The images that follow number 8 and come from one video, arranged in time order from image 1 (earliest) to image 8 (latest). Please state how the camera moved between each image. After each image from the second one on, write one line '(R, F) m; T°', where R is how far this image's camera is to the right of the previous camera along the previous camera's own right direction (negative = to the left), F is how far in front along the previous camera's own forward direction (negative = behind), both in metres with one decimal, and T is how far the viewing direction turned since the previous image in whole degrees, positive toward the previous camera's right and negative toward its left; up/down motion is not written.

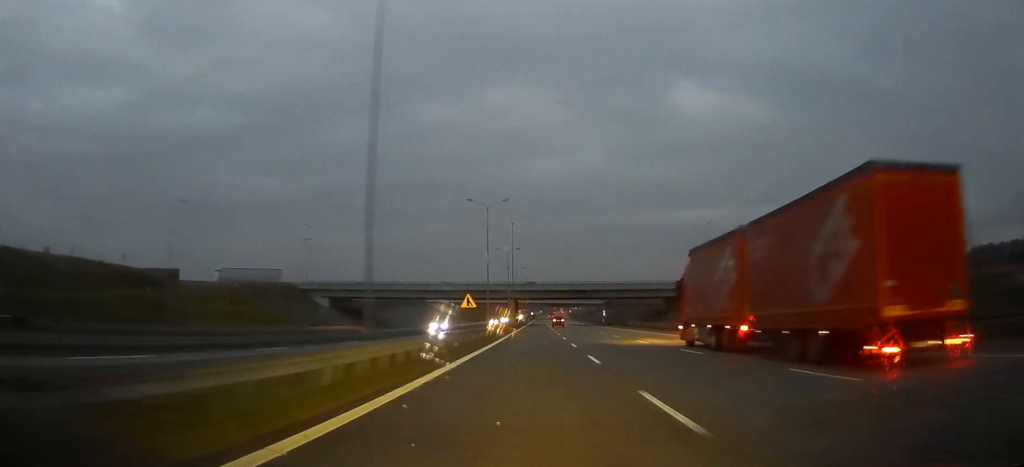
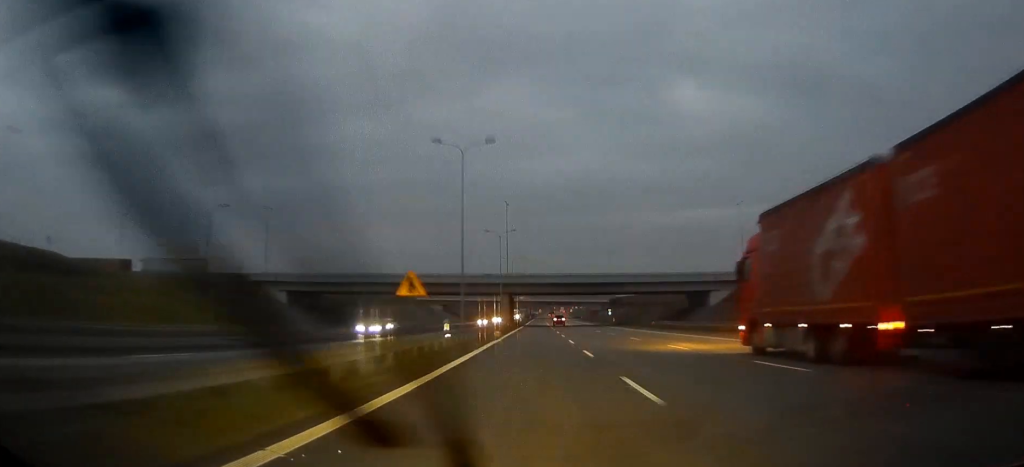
(0.0, +21.5) m; 0°
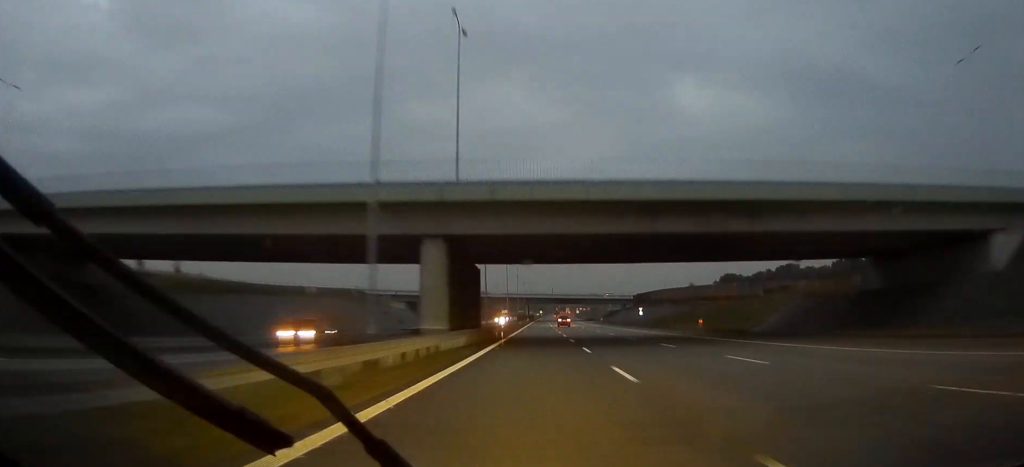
(-0.2, +69.1) m; 0°
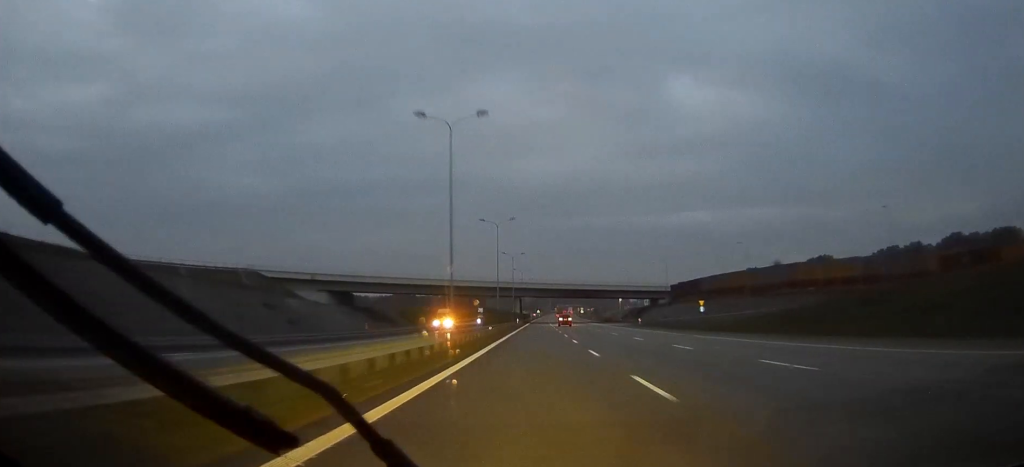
(+0.4, +63.4) m; 0°
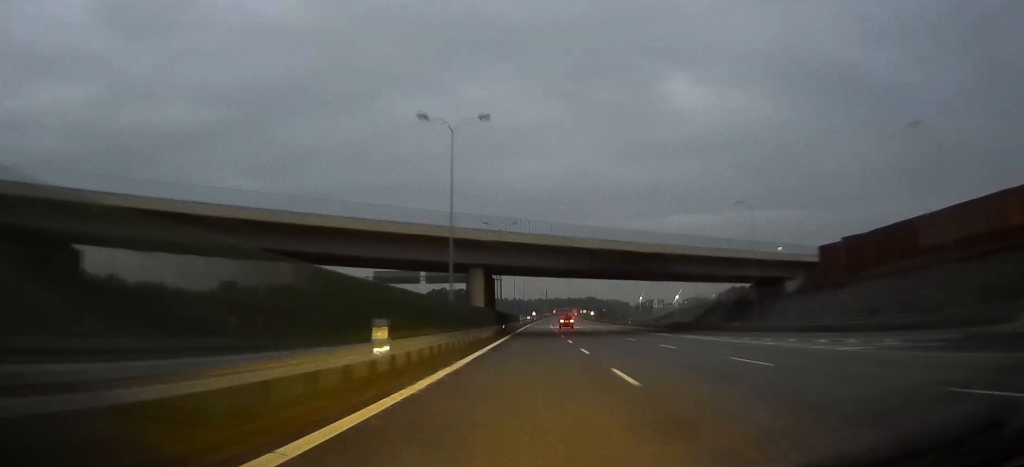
(-0.1, +80.4) m; 0°
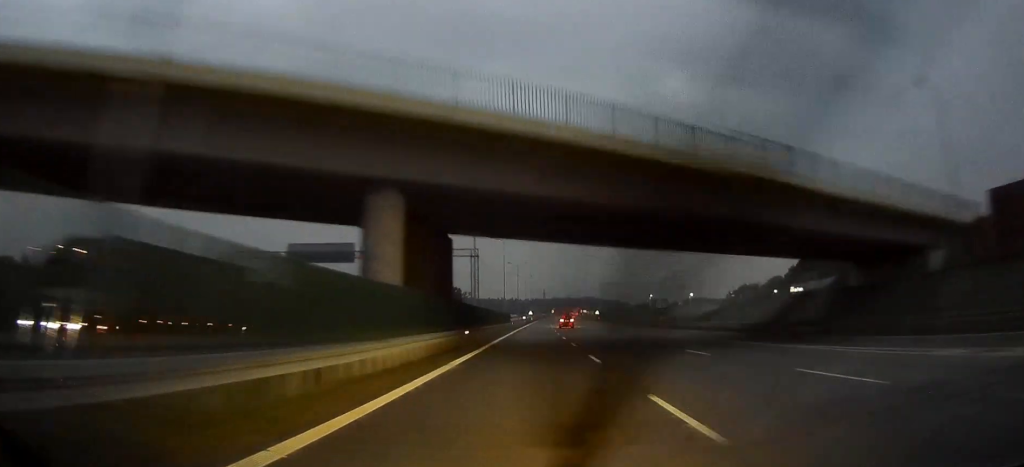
(0.0, +30.0) m; 0°
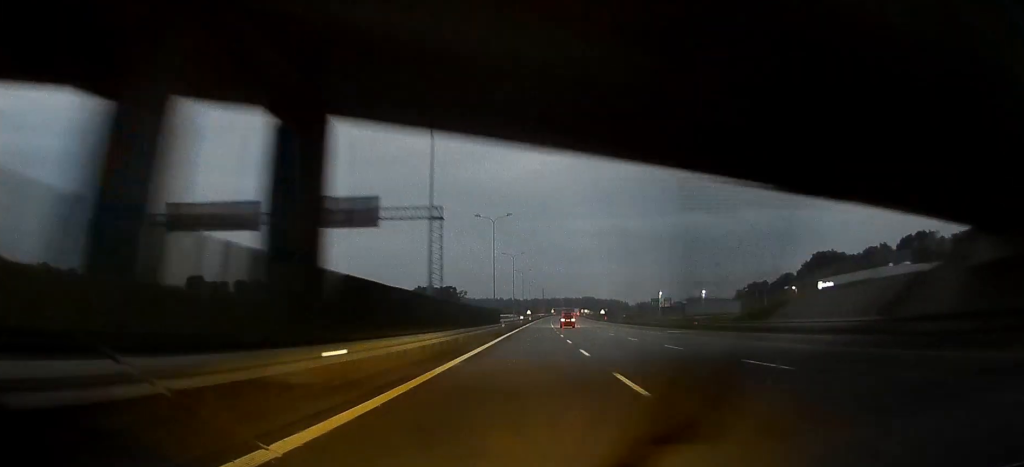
(+0.1, +19.9) m; 0°
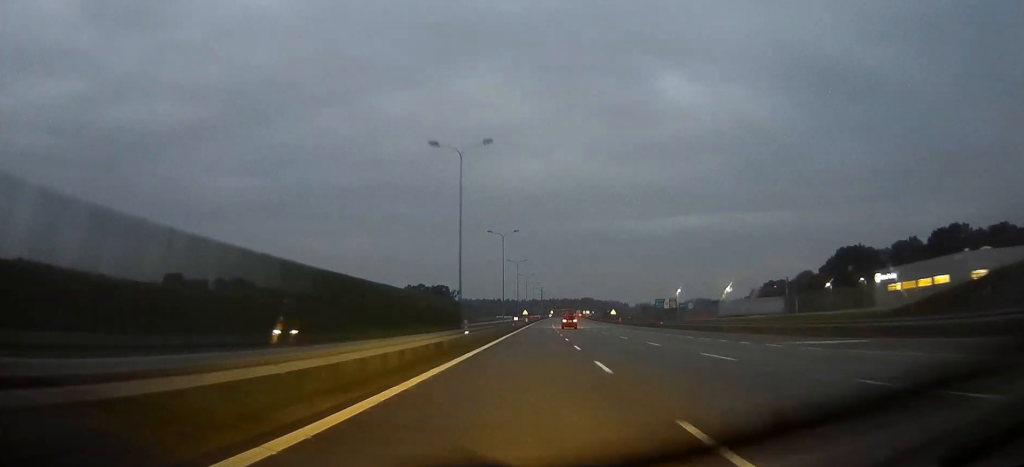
(+0.1, +31.3) m; 0°
